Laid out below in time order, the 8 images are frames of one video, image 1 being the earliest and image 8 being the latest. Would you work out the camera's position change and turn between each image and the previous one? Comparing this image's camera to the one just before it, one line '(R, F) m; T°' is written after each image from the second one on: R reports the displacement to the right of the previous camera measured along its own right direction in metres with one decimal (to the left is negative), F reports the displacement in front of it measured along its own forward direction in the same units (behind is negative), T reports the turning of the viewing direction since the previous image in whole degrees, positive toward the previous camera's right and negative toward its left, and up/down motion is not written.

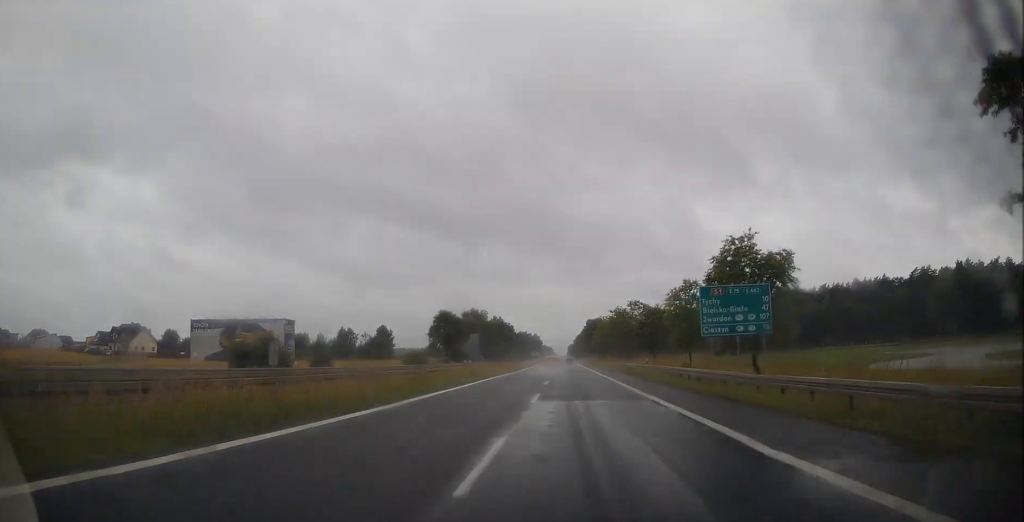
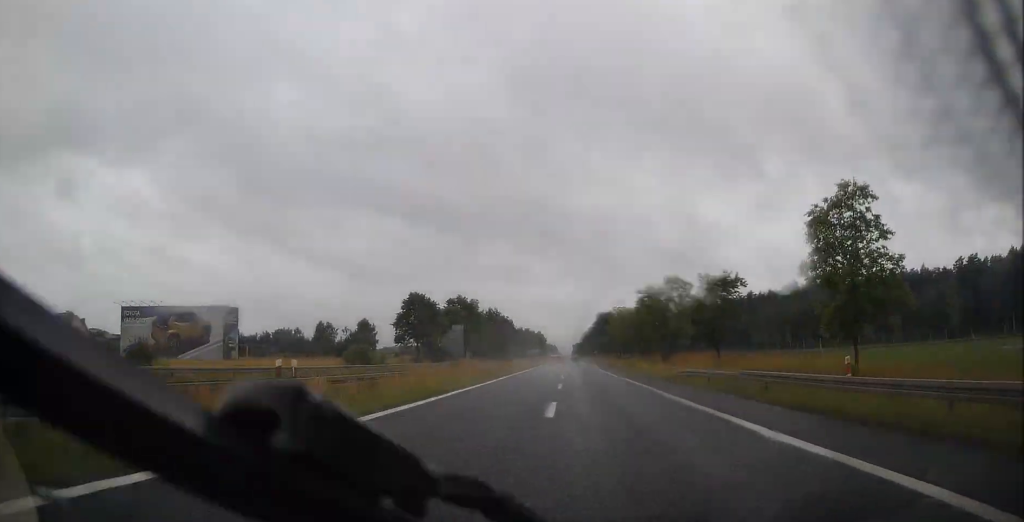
(-0.3, +28.6) m; 0°
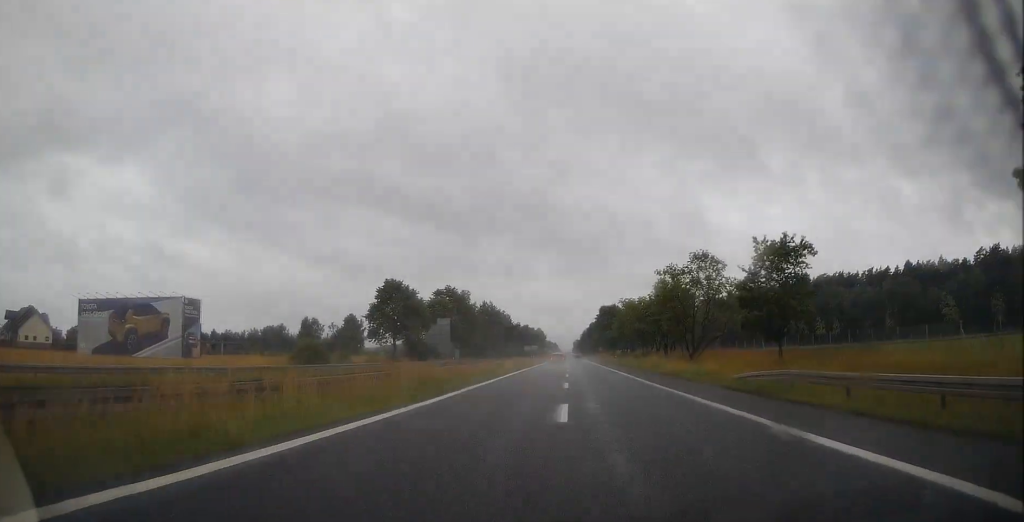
(0.0, +13.3) m; 0°
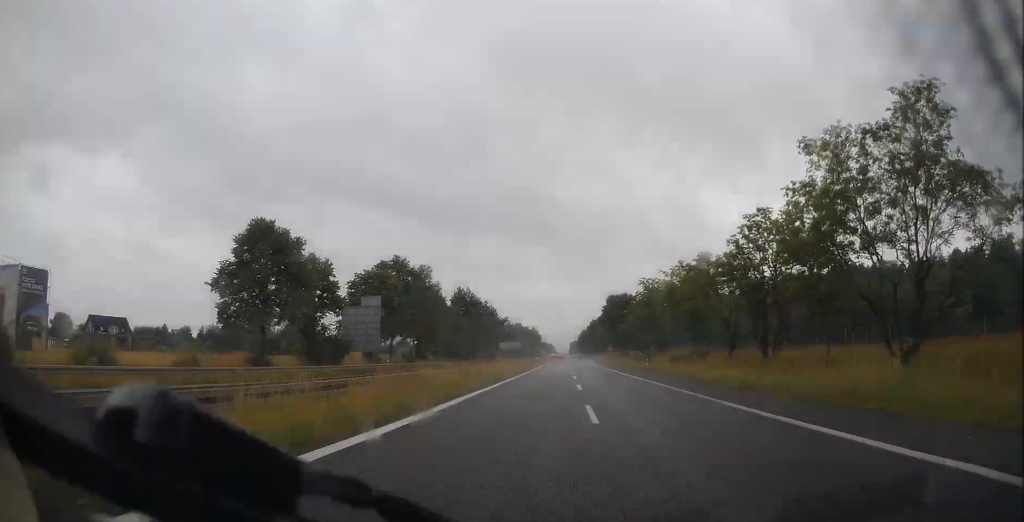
(0.0, +35.7) m; 0°
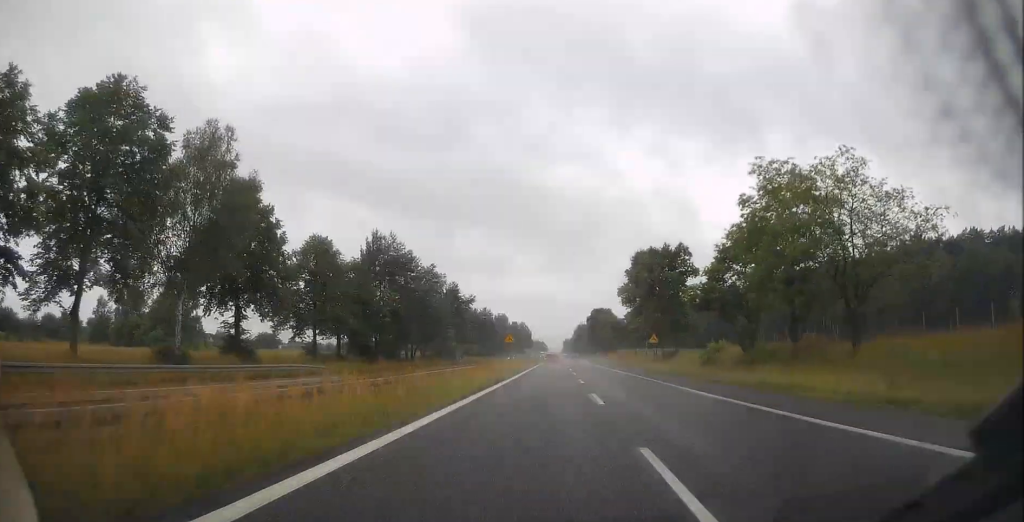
(0.0, +55.6) m; 0°
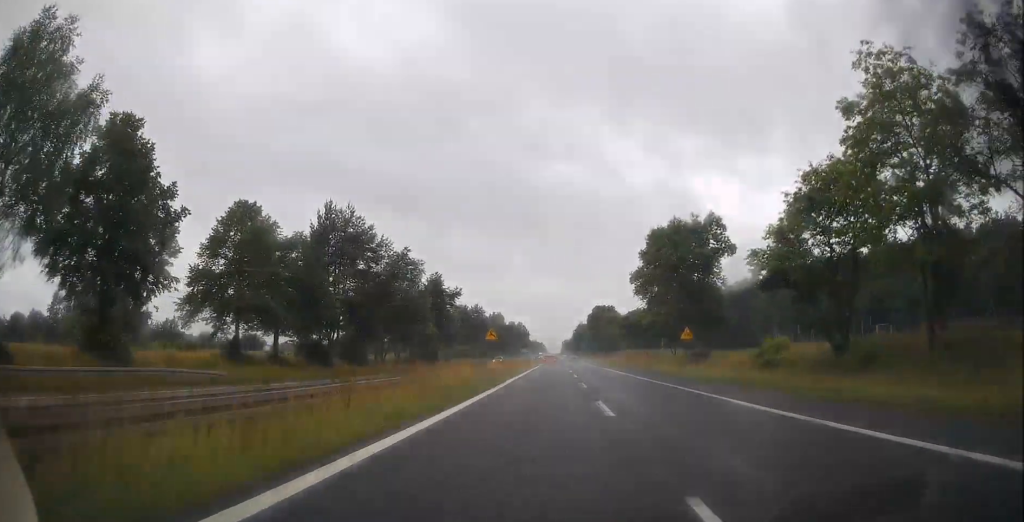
(0.0, +14.9) m; 0°
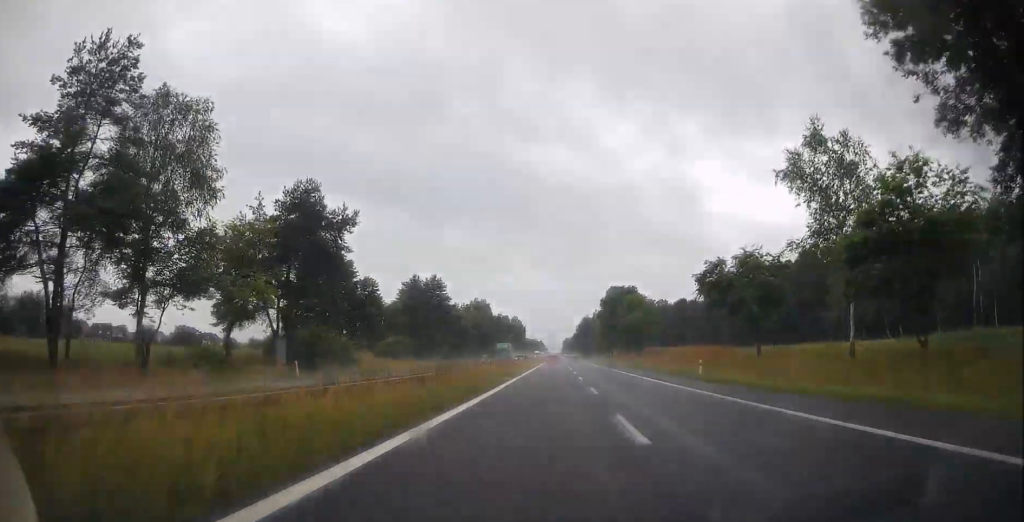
(+0.2, +52.2) m; +1°
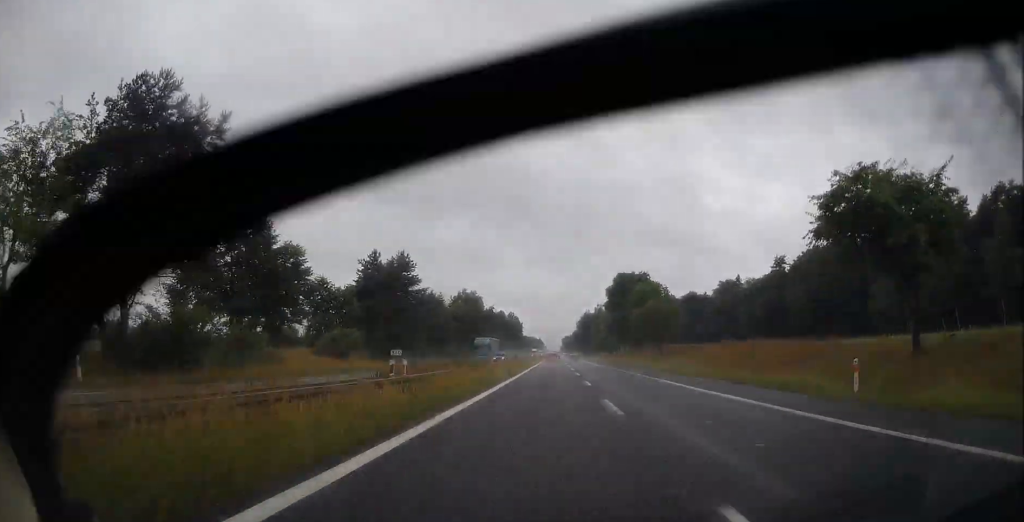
(+0.3, +20.0) m; 0°
